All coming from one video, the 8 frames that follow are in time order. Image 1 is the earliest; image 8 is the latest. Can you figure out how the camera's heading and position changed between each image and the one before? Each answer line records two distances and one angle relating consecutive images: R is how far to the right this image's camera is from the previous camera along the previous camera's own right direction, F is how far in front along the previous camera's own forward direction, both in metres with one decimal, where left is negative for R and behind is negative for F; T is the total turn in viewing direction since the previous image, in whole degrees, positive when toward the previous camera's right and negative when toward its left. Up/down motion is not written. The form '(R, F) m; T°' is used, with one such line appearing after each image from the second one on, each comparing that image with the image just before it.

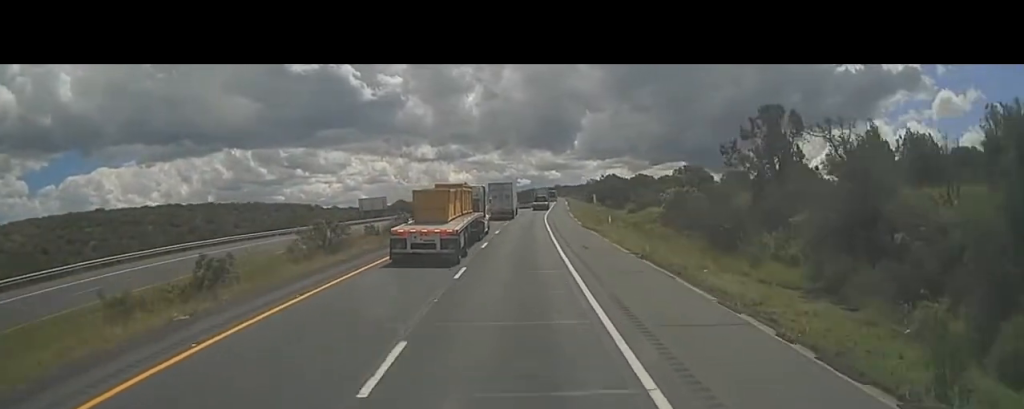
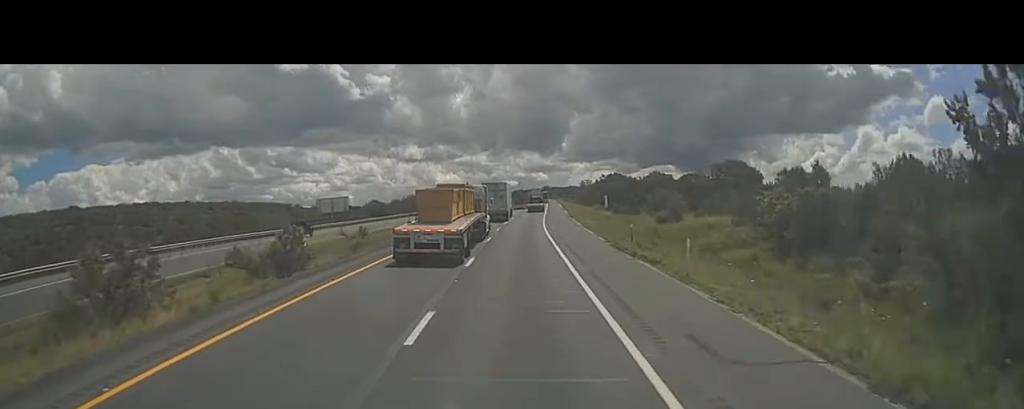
(0.0, +21.2) m; 0°
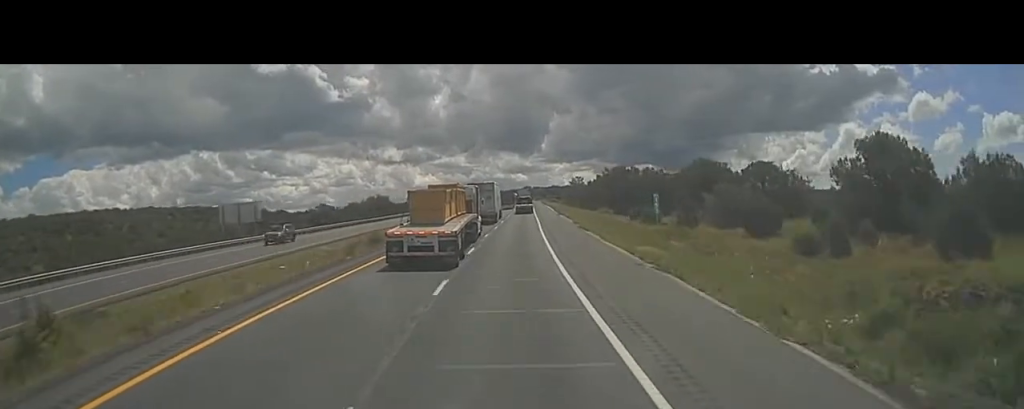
(+0.7, +31.5) m; +2°
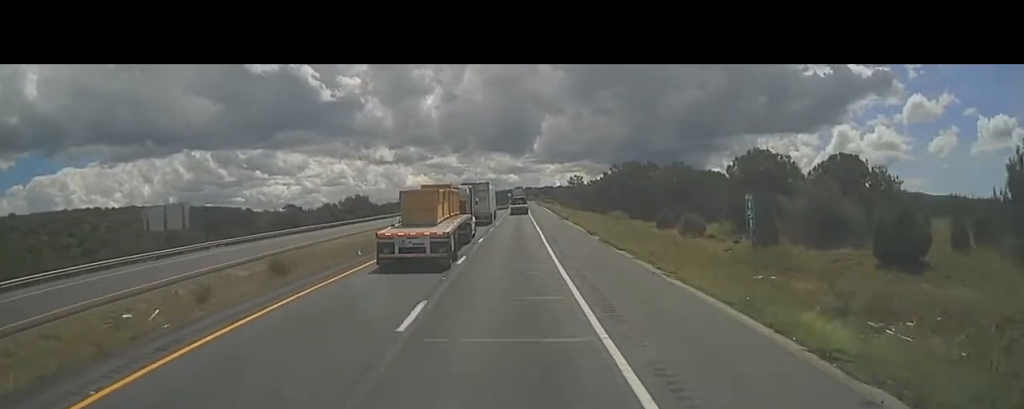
(+0.1, +16.5) m; 0°
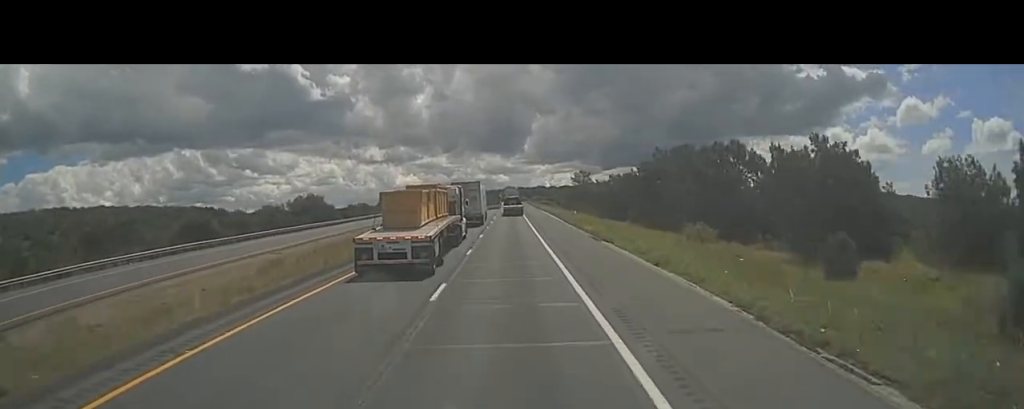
(+0.3, +33.1) m; +2°
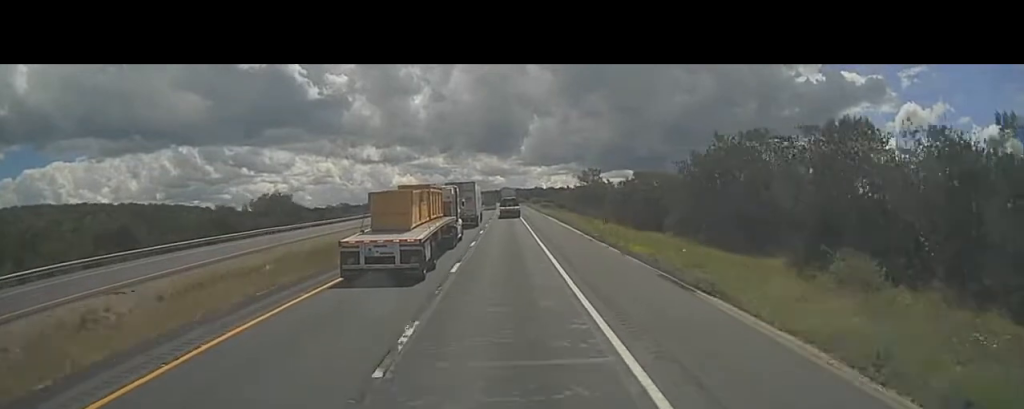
(+0.1, +19.5) m; 0°
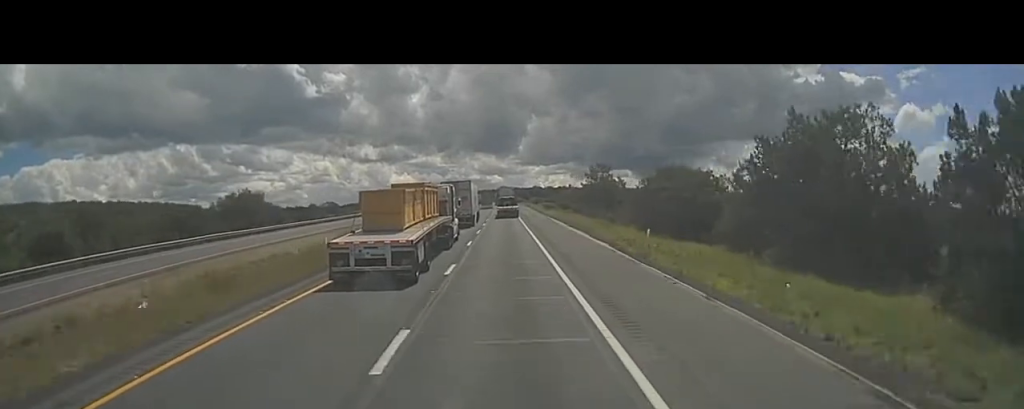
(0.0, +11.9) m; 0°
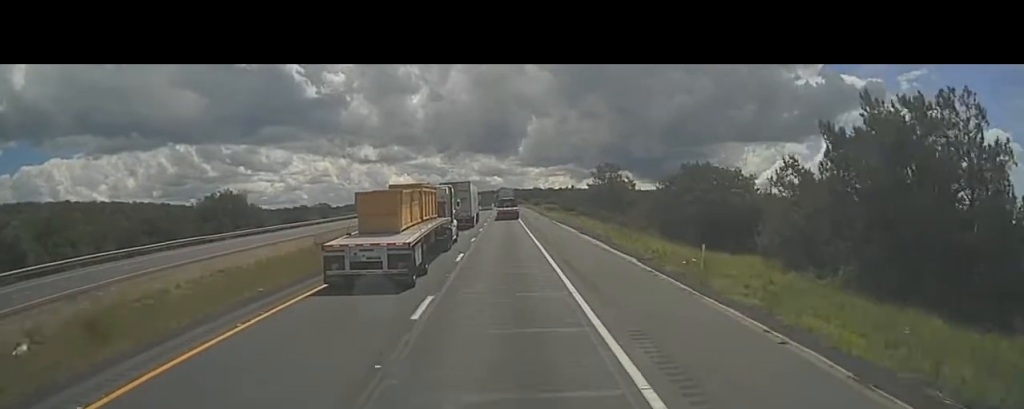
(0.0, +7.5) m; 0°
